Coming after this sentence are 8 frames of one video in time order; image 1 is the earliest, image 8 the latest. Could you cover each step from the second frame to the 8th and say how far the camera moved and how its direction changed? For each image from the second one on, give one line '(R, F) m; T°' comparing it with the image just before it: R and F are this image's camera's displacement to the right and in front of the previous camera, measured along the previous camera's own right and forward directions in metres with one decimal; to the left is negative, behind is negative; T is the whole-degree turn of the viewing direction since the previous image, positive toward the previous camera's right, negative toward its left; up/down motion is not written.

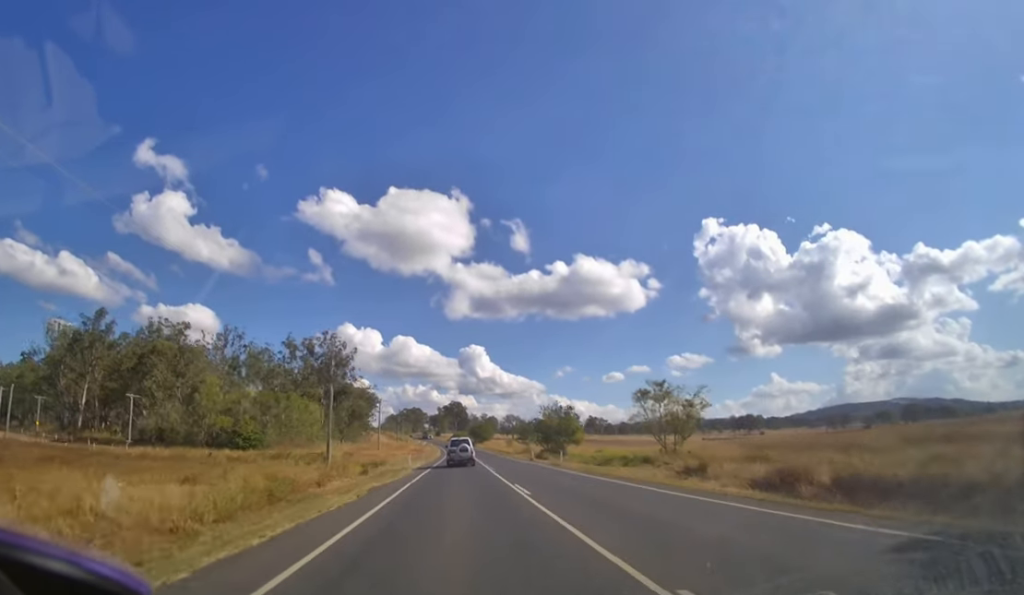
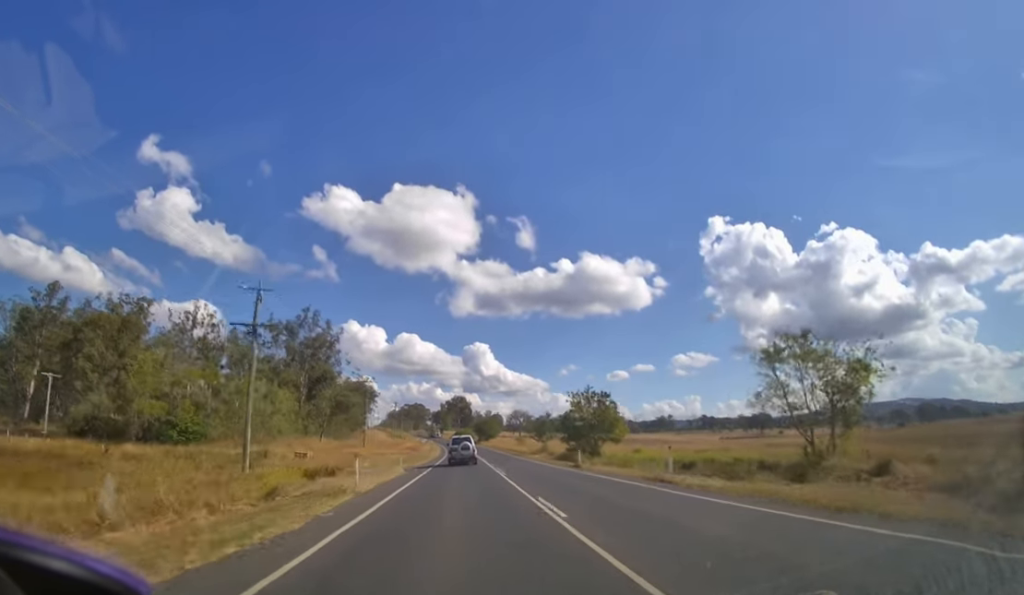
(0.0, +13.3) m; 0°
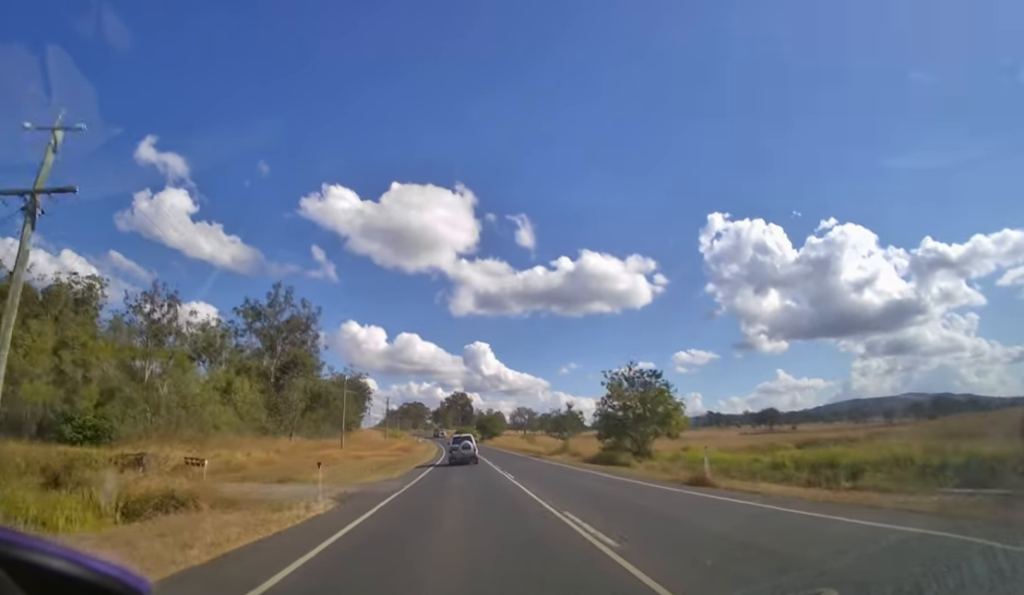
(0.0, +14.0) m; 0°
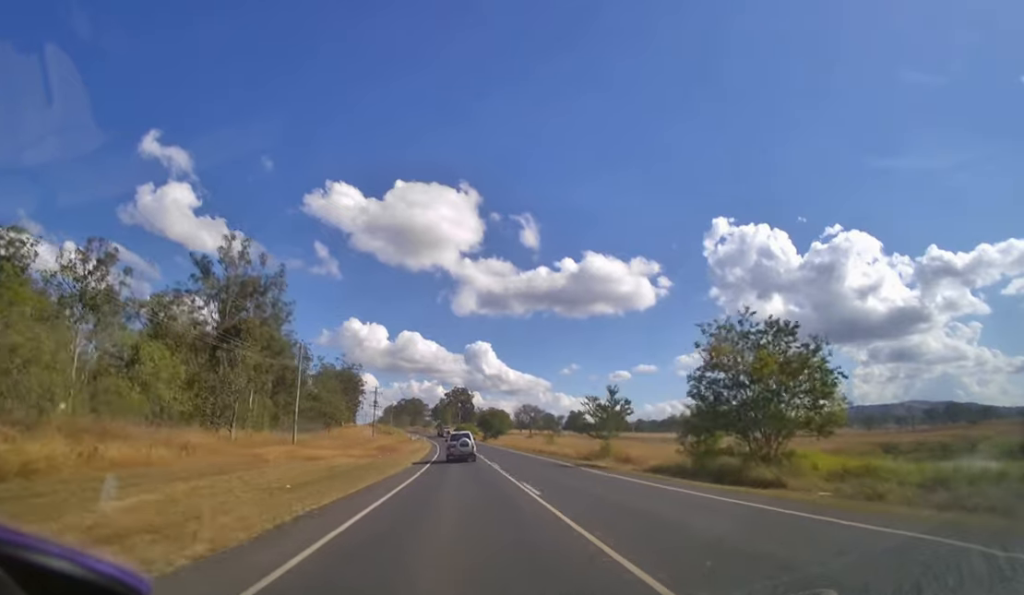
(-0.1, +18.6) m; -1°
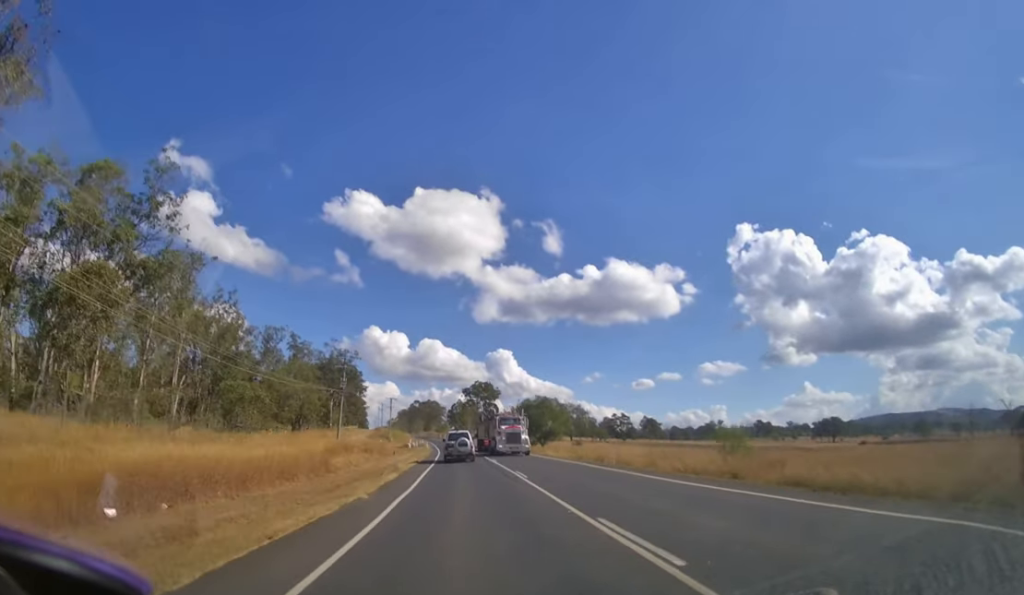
(-0.7, +48.4) m; -2°
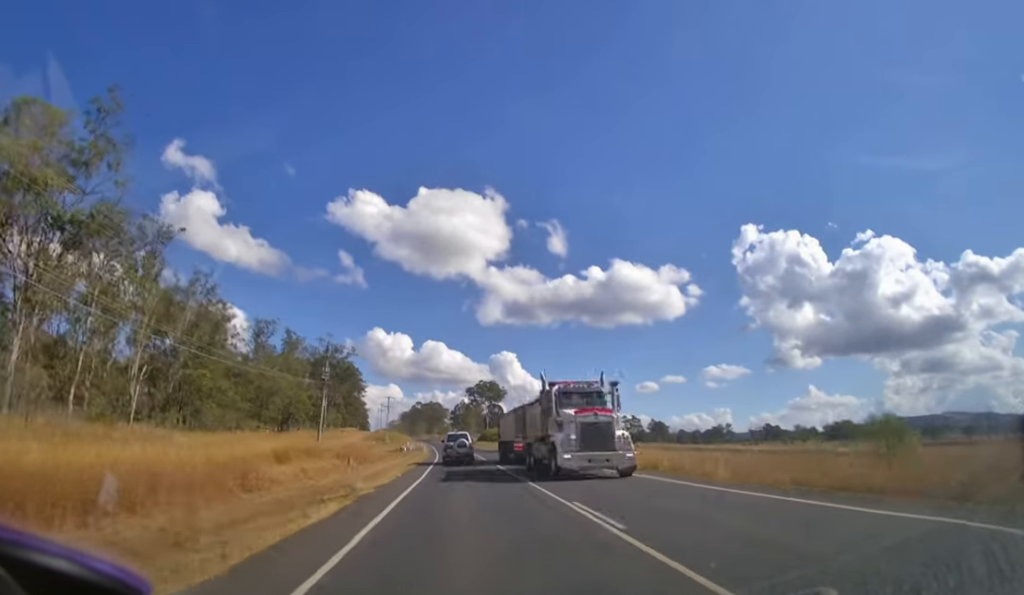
(-0.1, +10.7) m; 0°
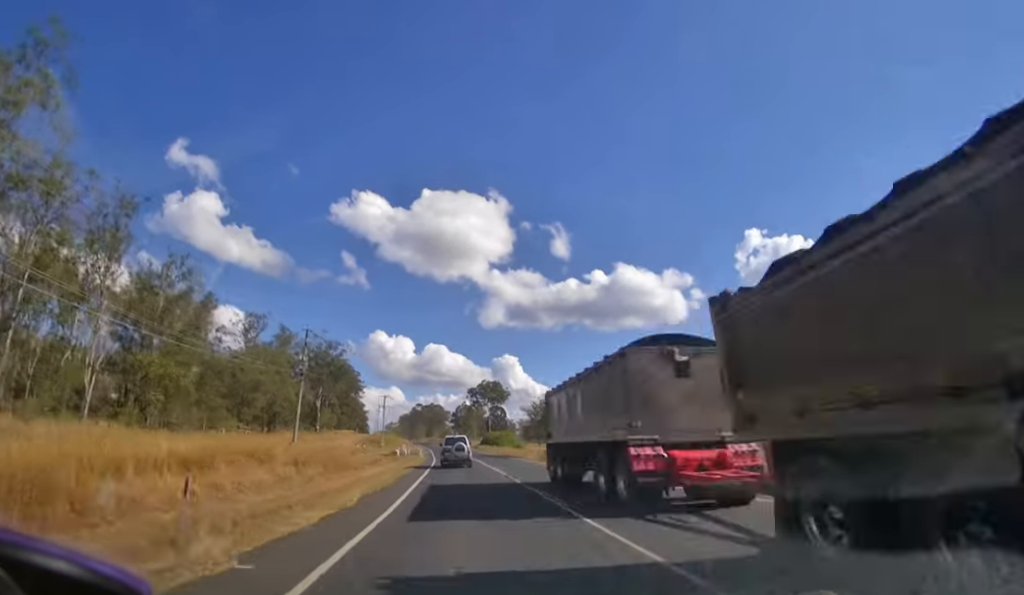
(0.0, +9.8) m; 0°
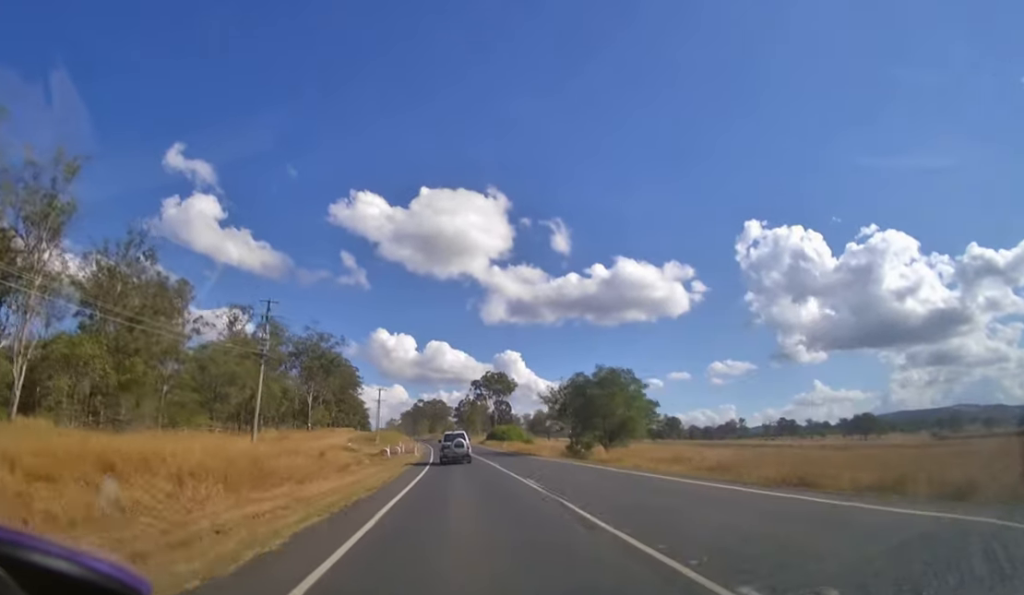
(-0.1, +10.2) m; -1°
